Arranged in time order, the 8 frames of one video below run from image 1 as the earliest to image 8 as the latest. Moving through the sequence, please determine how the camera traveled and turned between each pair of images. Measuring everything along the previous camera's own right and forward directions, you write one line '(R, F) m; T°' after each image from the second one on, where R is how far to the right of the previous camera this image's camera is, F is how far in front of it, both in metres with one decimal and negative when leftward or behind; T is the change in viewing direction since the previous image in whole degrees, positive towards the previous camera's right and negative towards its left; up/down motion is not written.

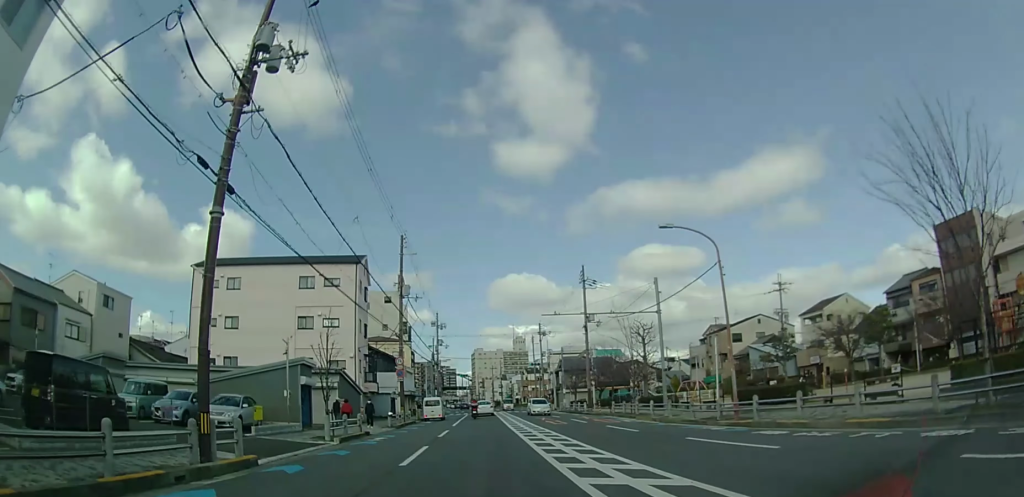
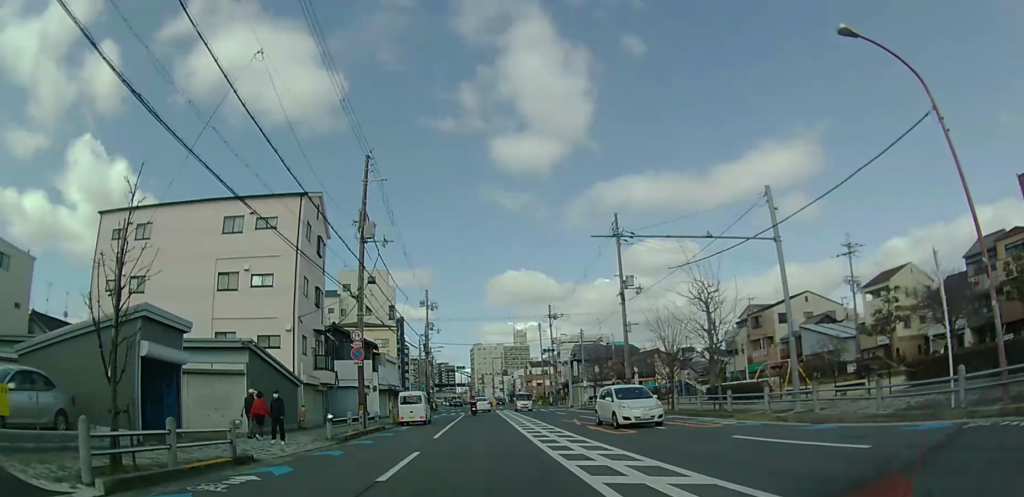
(-0.2, +13.7) m; -1°
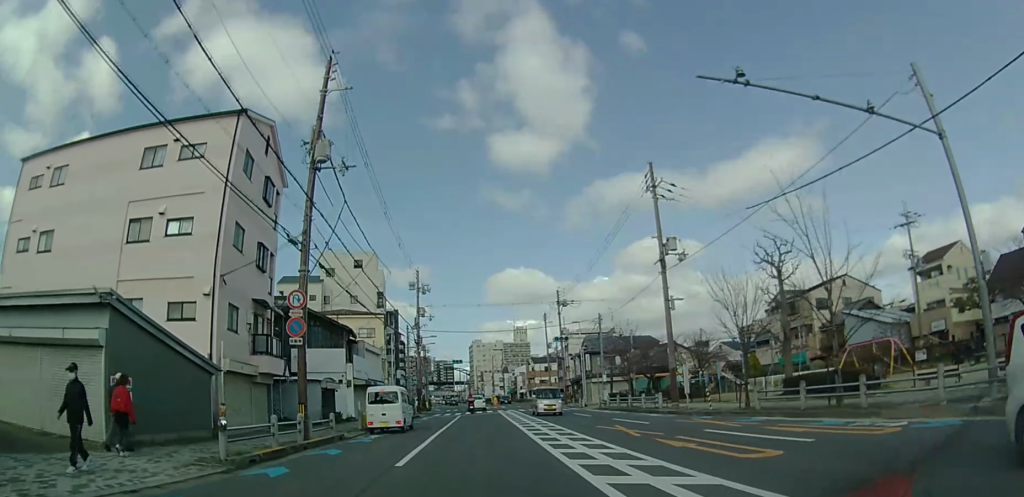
(0.0, +8.0) m; 0°
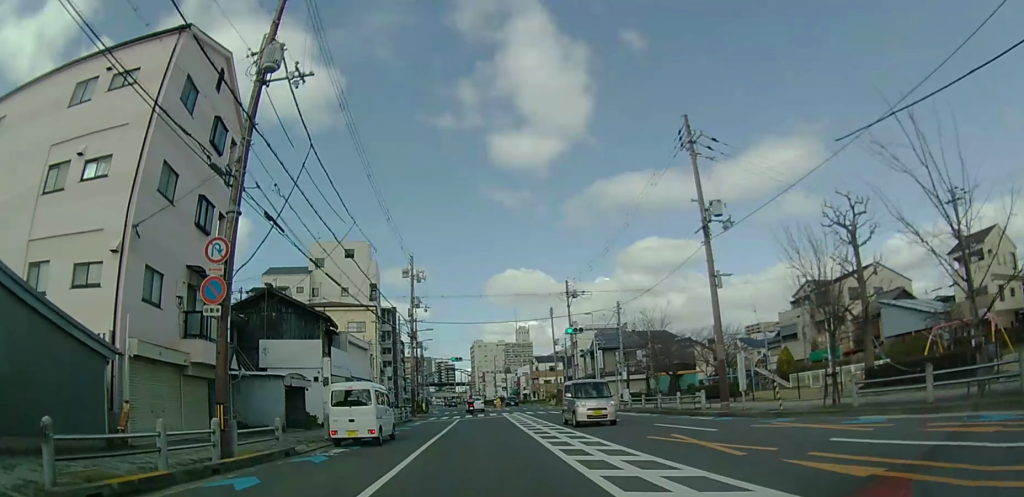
(0.0, +5.7) m; 0°
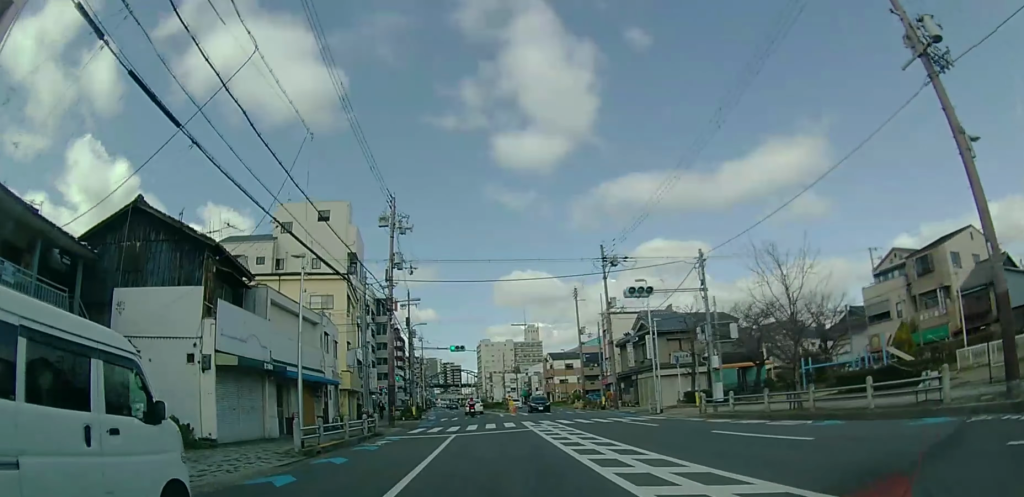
(0.0, +14.2) m; 0°
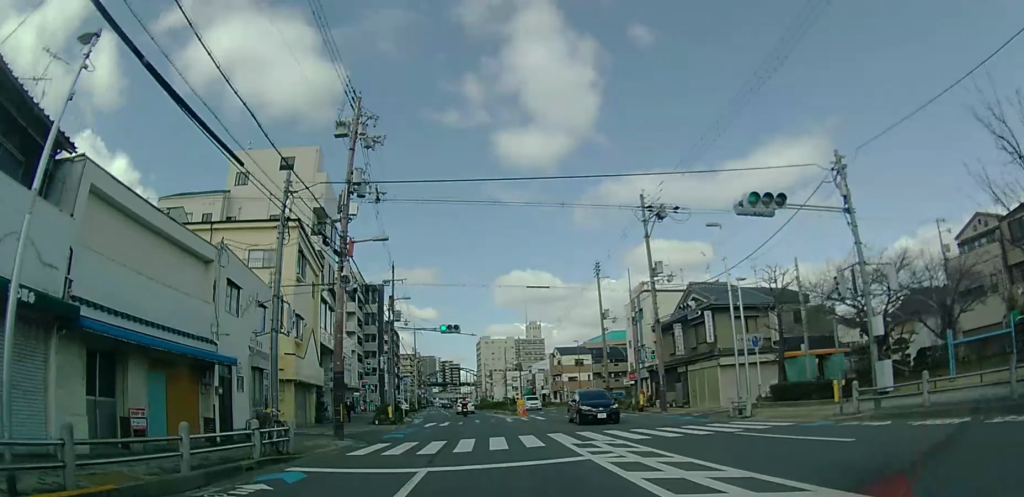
(0.0, +11.3) m; +1°
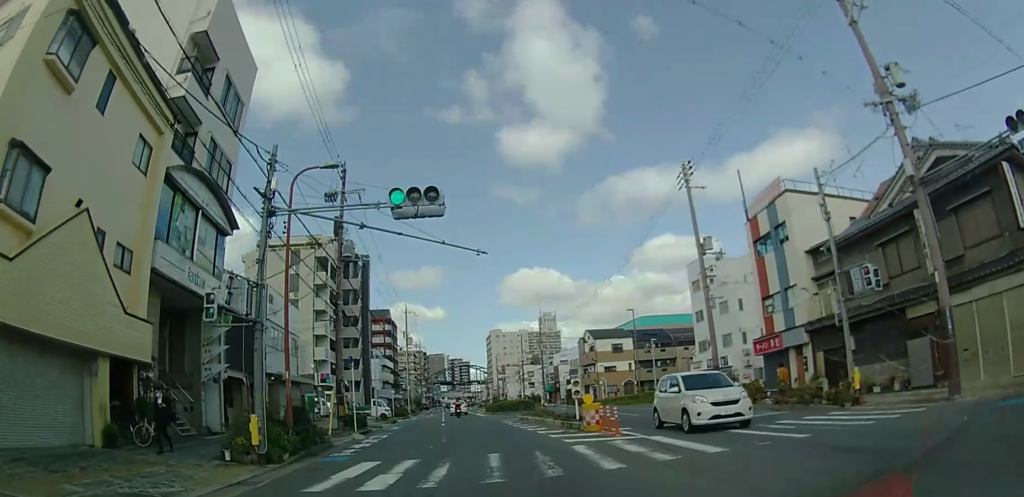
(+0.4, +20.3) m; 0°
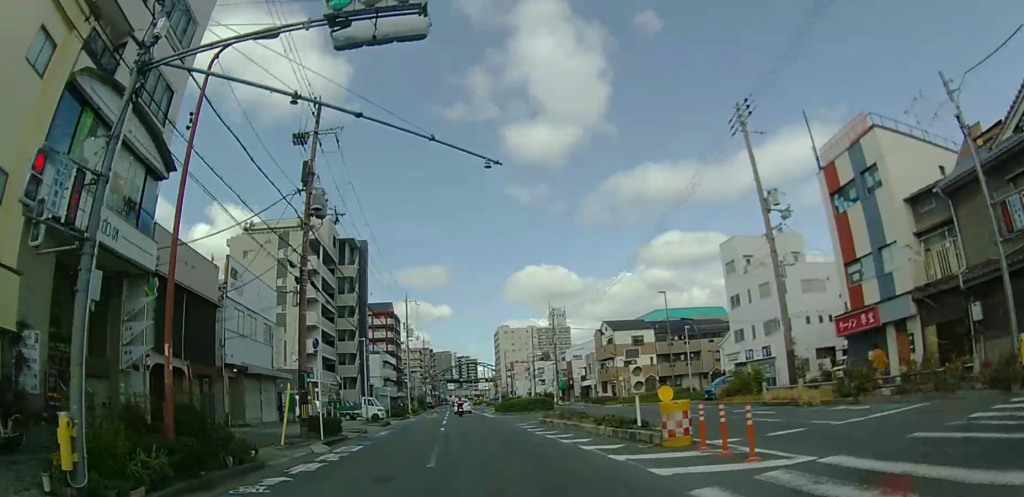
(+0.1, +6.7) m; -1°
